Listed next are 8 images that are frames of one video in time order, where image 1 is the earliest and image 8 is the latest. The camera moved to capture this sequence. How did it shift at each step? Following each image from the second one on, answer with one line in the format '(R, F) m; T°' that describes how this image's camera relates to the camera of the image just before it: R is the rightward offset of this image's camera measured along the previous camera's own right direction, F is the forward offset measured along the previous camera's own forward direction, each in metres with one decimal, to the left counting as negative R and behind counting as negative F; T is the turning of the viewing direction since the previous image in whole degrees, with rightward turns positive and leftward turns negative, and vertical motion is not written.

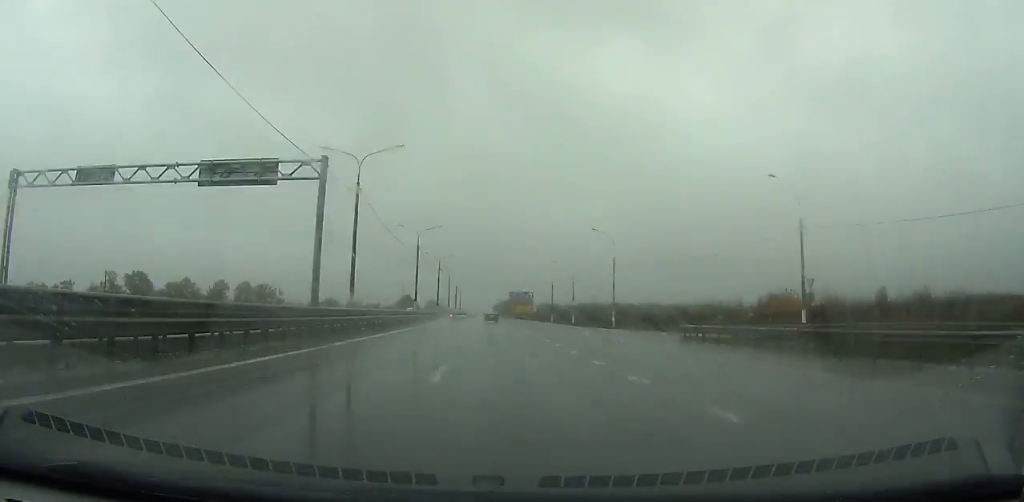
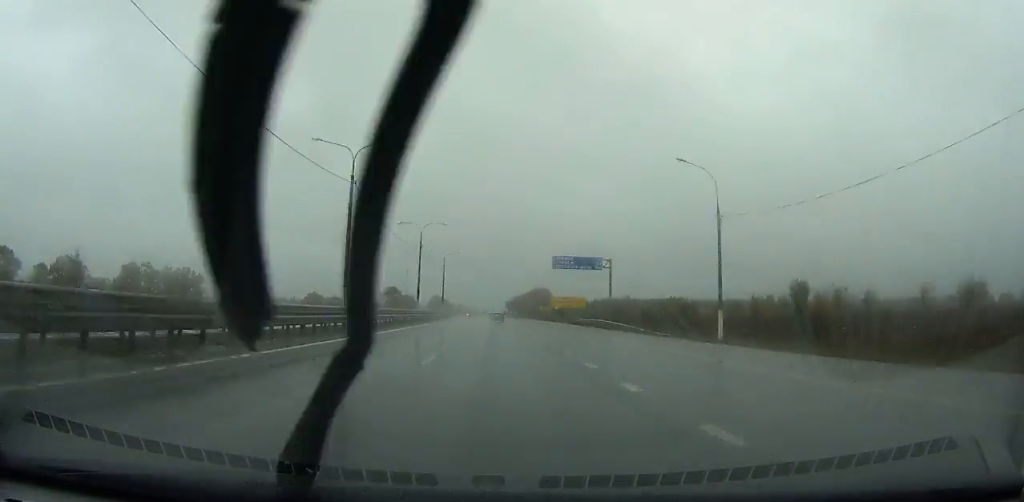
(+0.6, +93.0) m; 0°
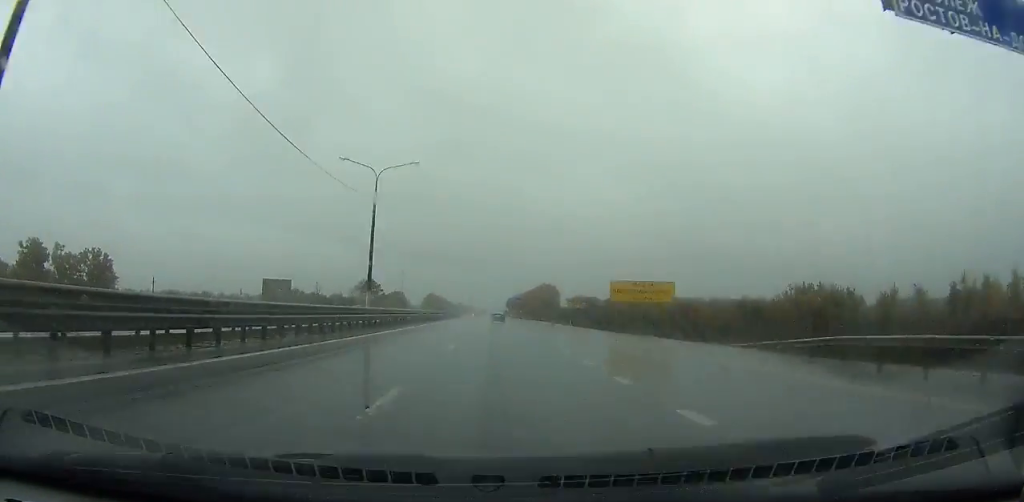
(-0.4, +56.1) m; 0°
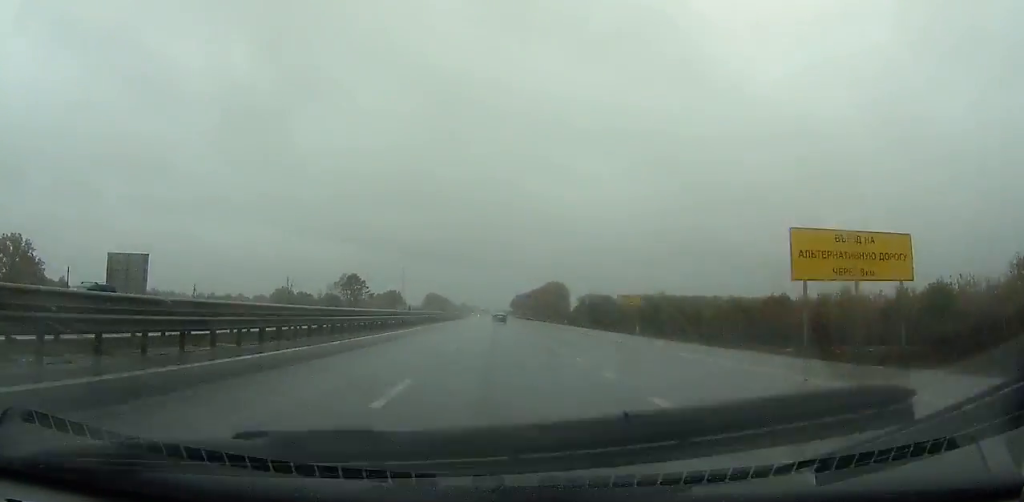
(-0.1, +34.8) m; 0°
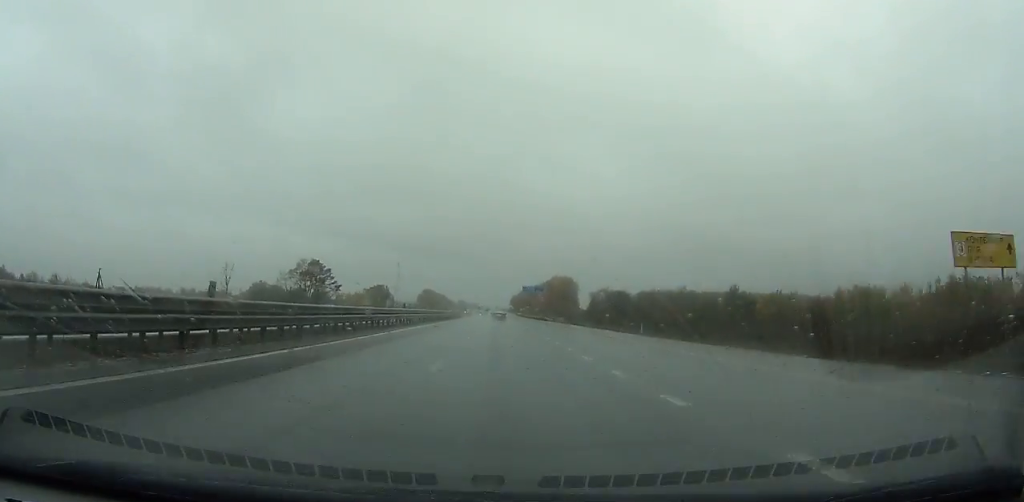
(-0.1, +43.1) m; 0°
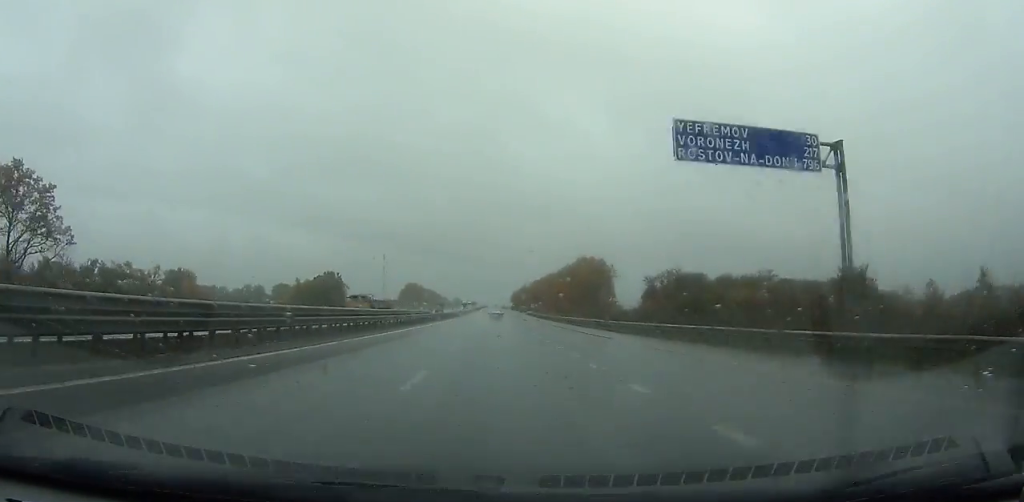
(+0.2, +111.8) m; 0°
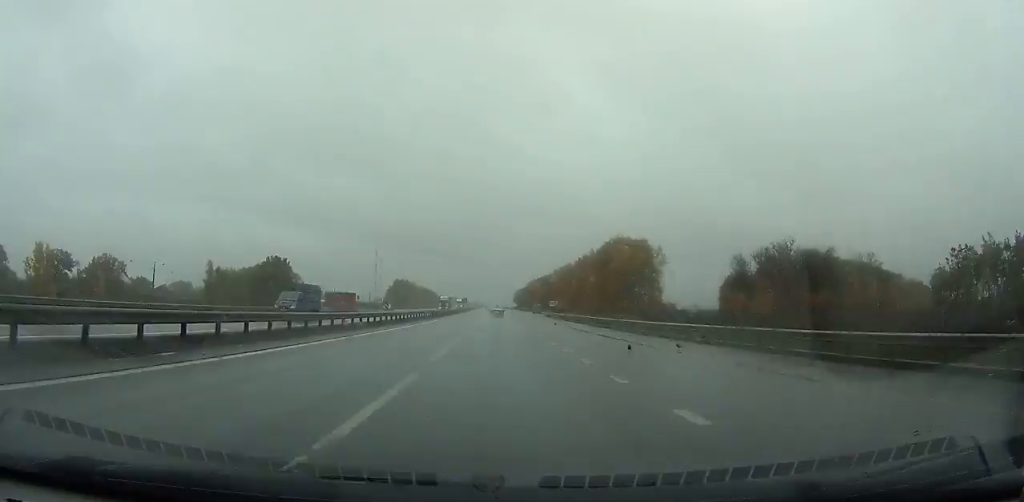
(0.0, +66.6) m; 0°
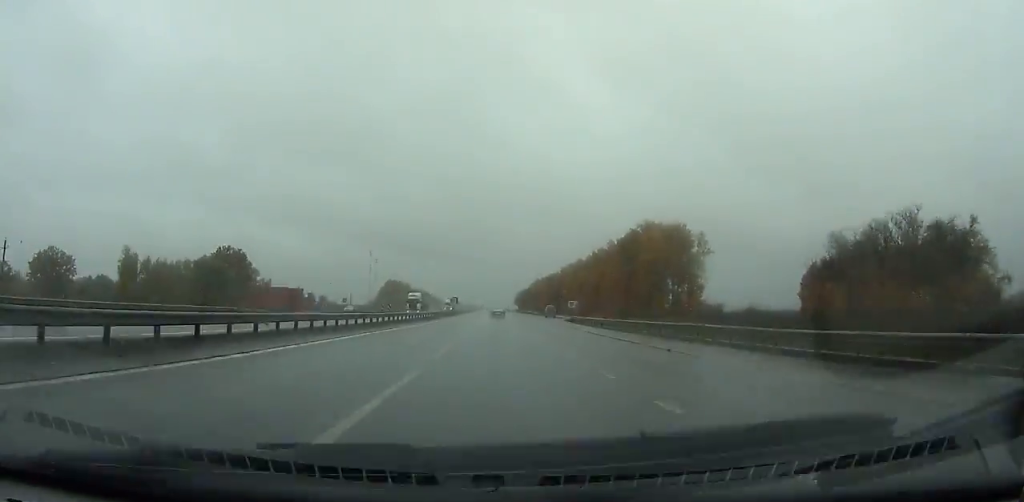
(0.0, +36.6) m; 0°
